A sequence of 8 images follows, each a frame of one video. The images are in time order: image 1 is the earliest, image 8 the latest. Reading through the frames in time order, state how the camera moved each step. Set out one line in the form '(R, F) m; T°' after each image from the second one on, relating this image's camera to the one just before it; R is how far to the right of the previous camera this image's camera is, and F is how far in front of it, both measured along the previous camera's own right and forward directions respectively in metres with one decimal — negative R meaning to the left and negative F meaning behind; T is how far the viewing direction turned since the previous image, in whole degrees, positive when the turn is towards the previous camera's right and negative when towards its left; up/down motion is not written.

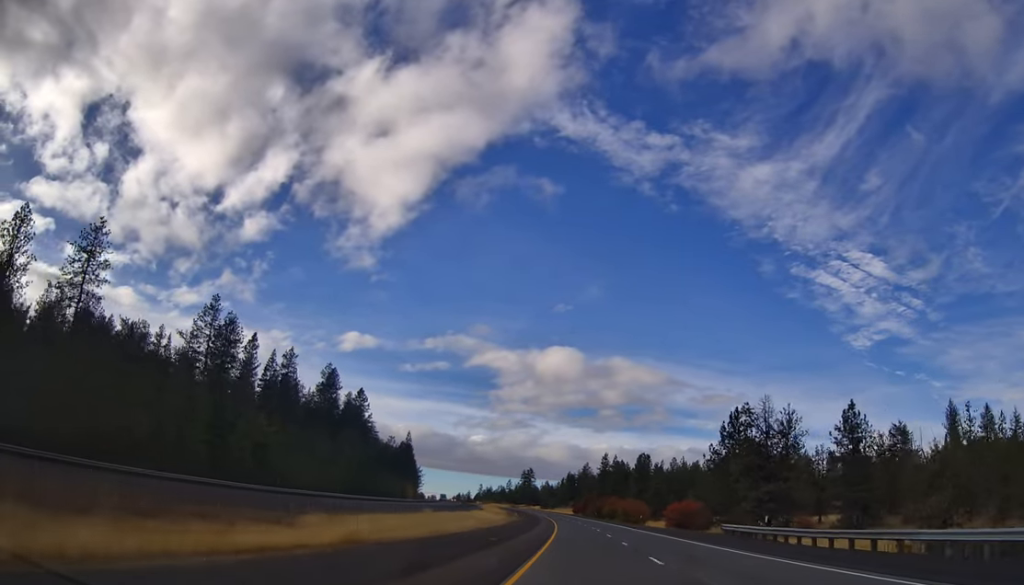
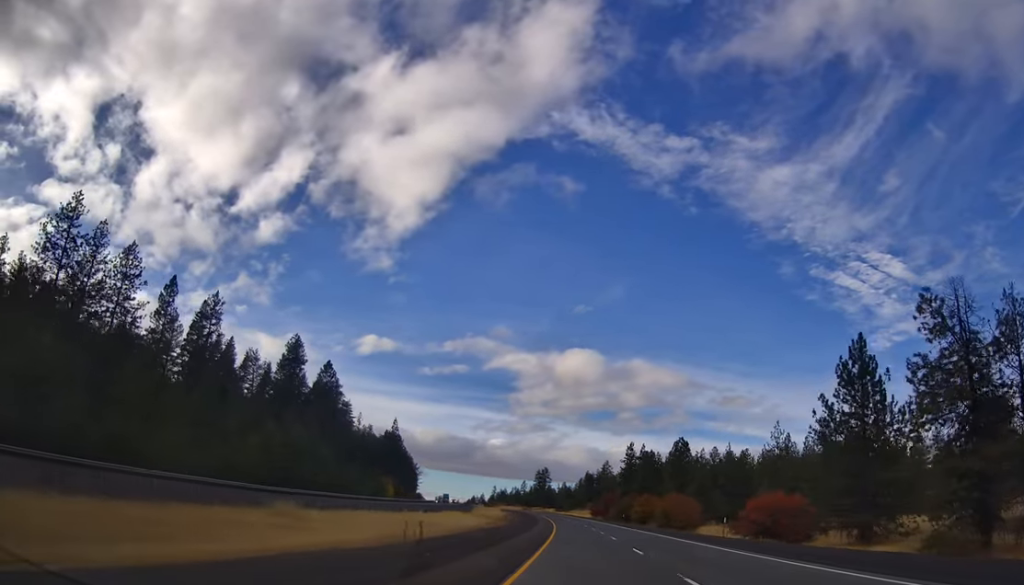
(-1.1, +44.4) m; -2°
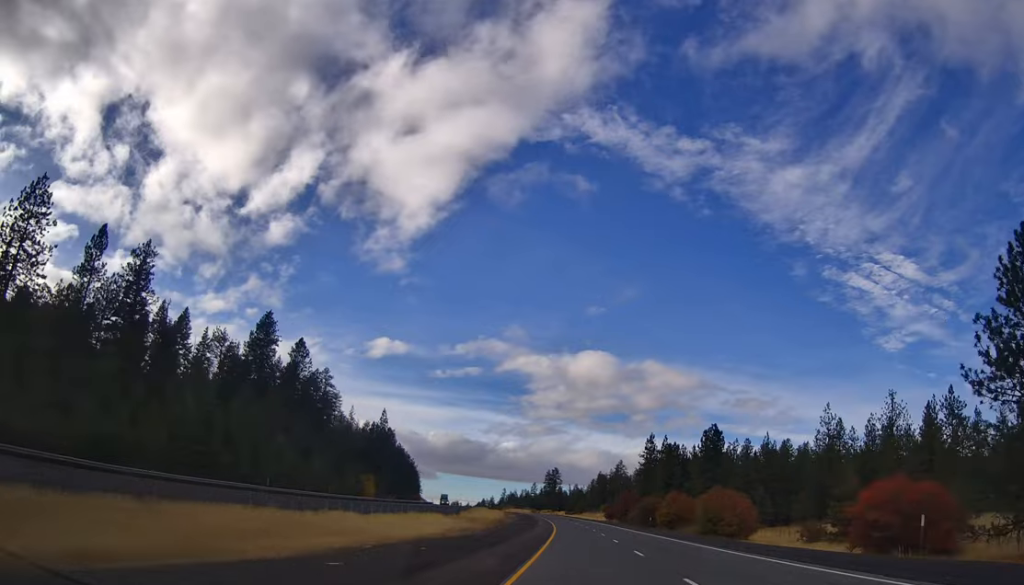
(0.0, +26.2) m; -1°
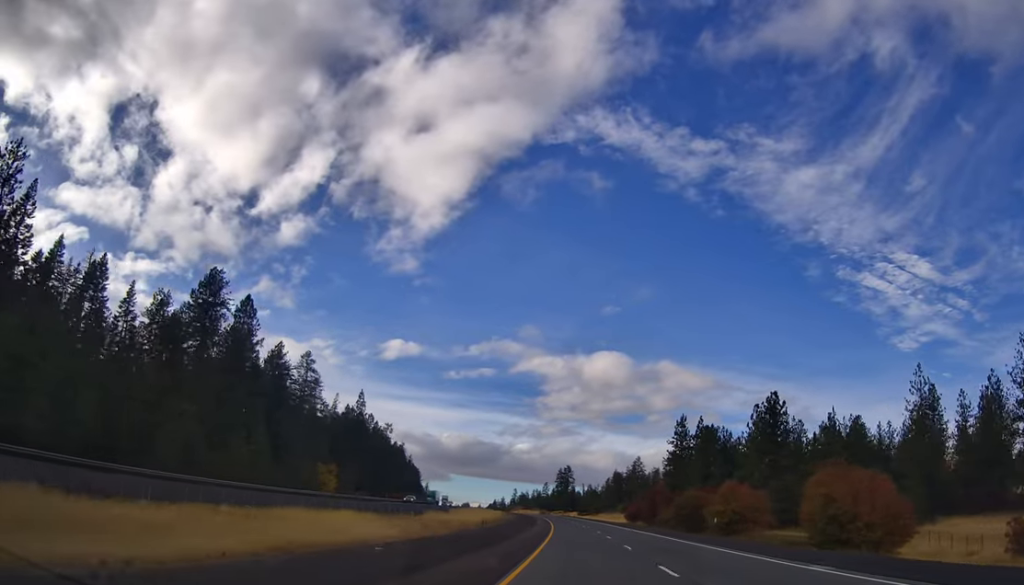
(-0.5, +33.1) m; 0°
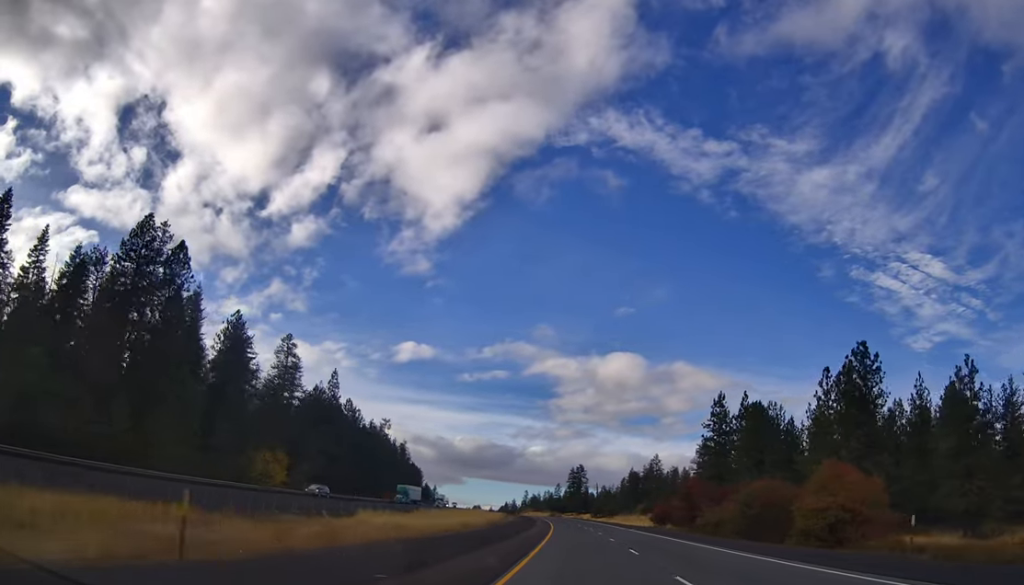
(+0.5, +28.2) m; -1°
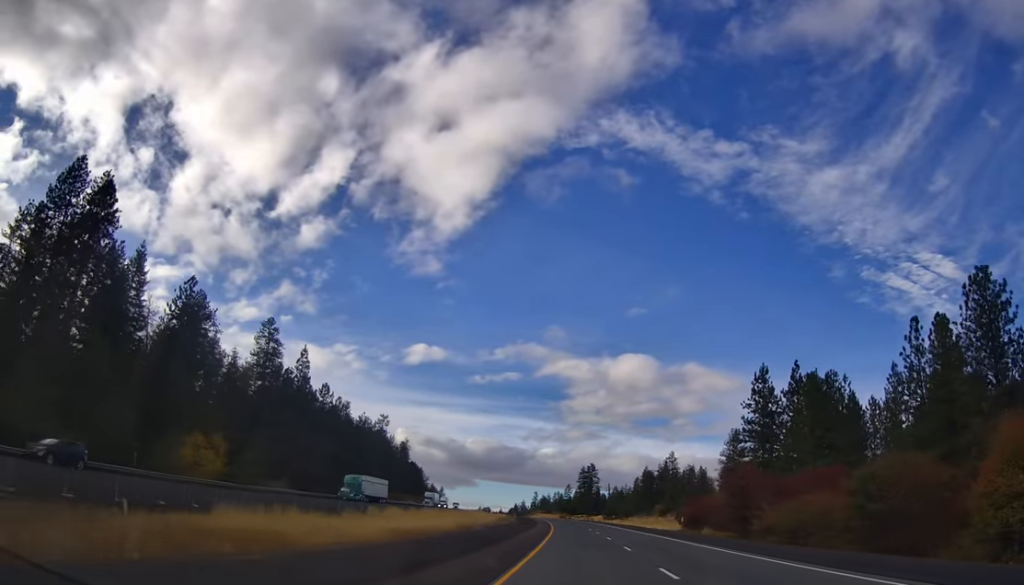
(-0.8, +22.0) m; -2°
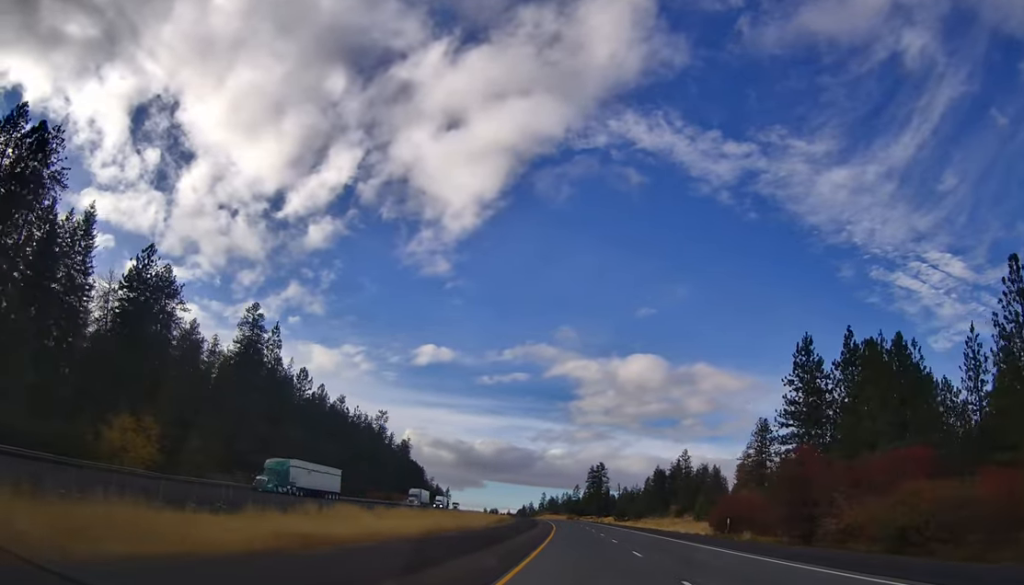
(-0.4, +16.0) m; -1°
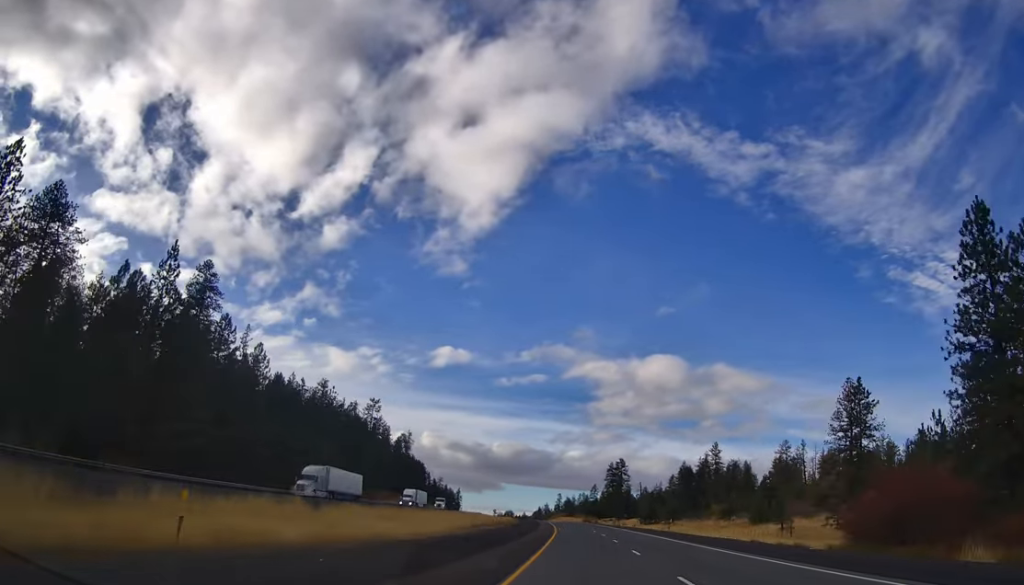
(+0.4, +35.9) m; 0°
